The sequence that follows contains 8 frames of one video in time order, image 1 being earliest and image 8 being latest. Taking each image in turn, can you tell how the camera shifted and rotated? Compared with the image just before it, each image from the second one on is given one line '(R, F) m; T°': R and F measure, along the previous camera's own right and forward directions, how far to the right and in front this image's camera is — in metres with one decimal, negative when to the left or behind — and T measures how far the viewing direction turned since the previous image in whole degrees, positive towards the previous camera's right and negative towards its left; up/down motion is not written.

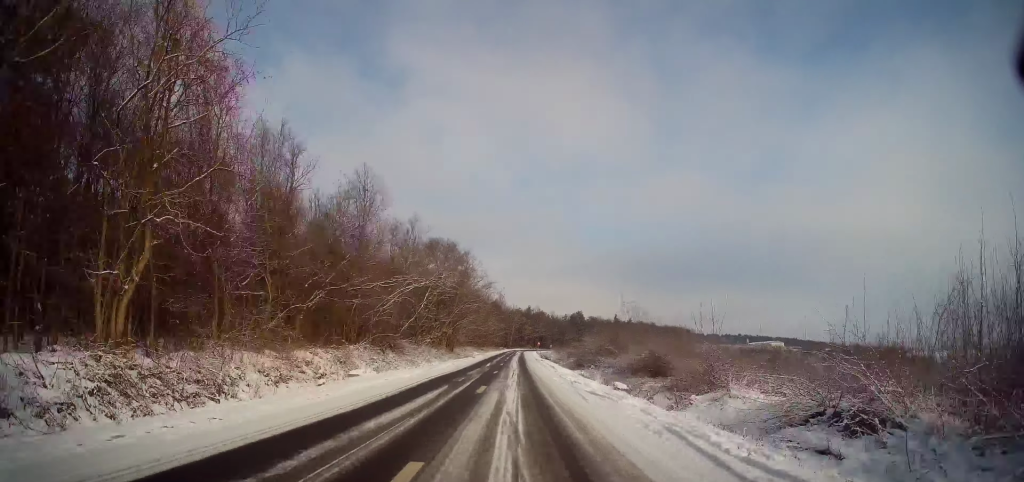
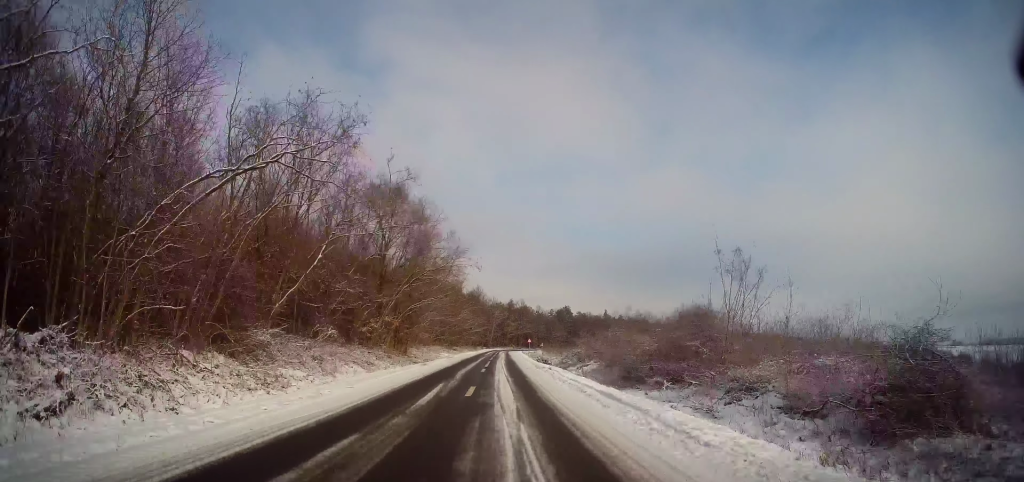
(0.0, +24.9) m; +1°
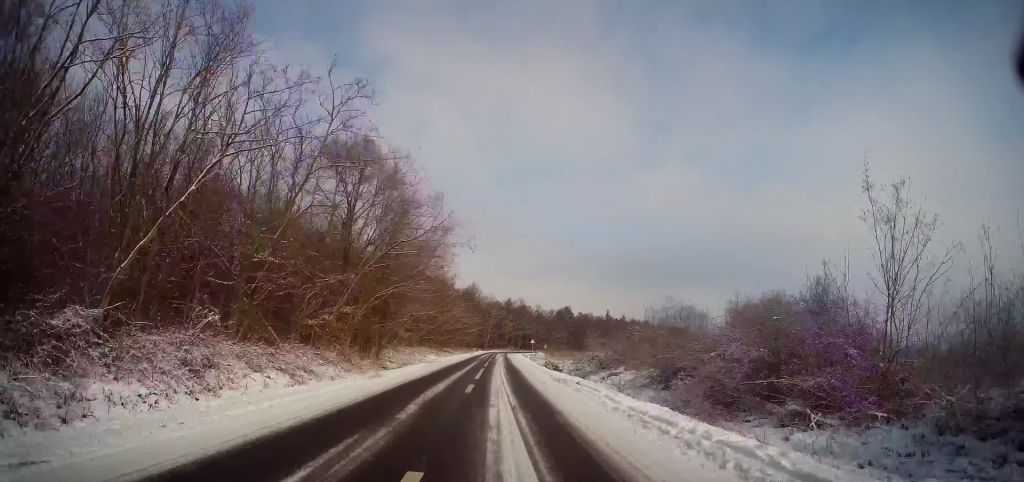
(+0.2, +11.0) m; +1°
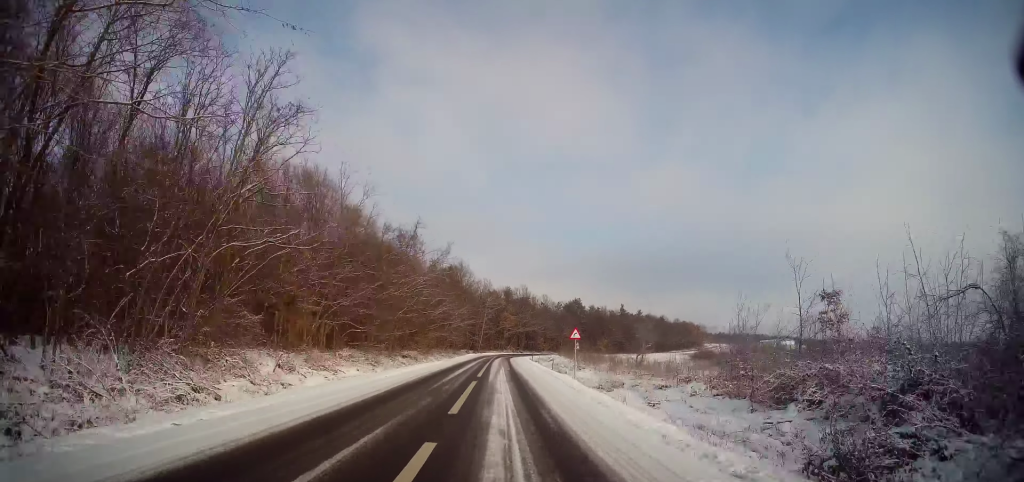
(+0.3, +33.9) m; +1°
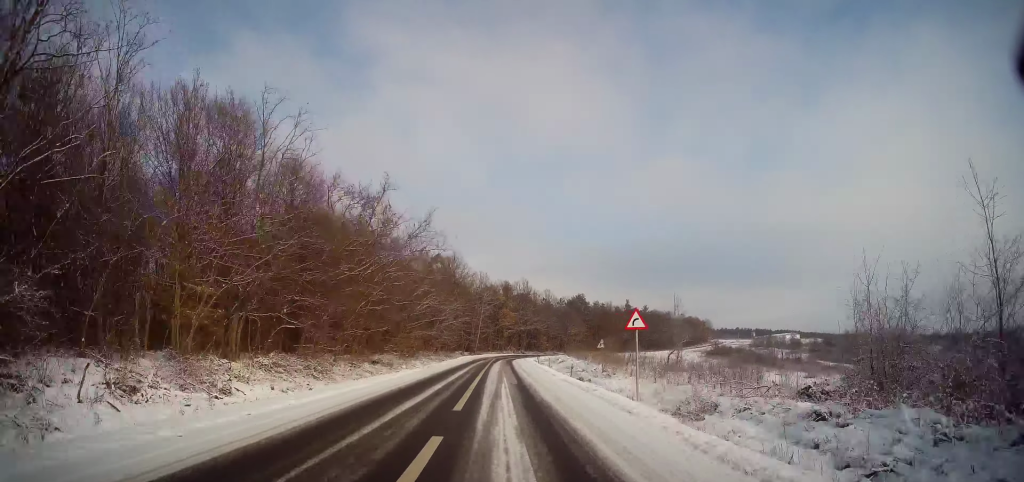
(0.0, +11.3) m; 0°
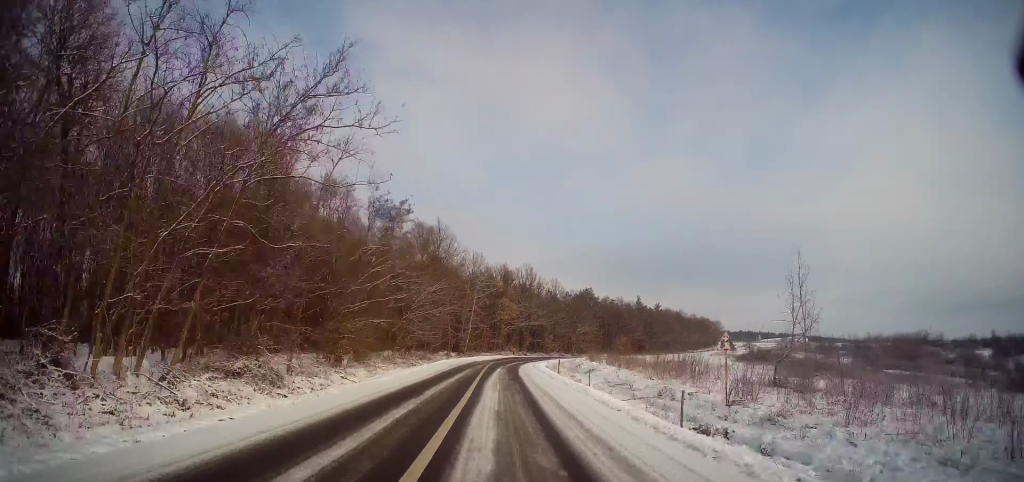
(0.0, +19.8) m; 0°
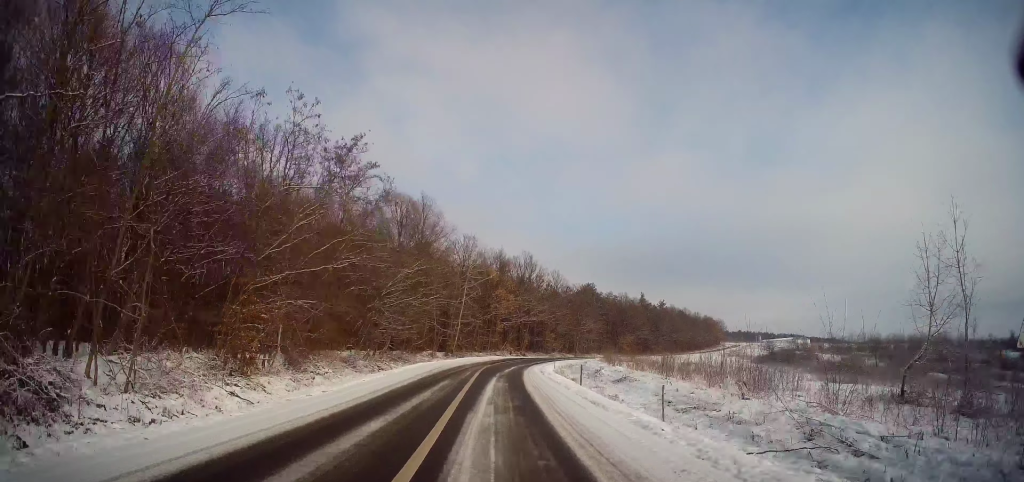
(0.0, +10.9) m; +1°
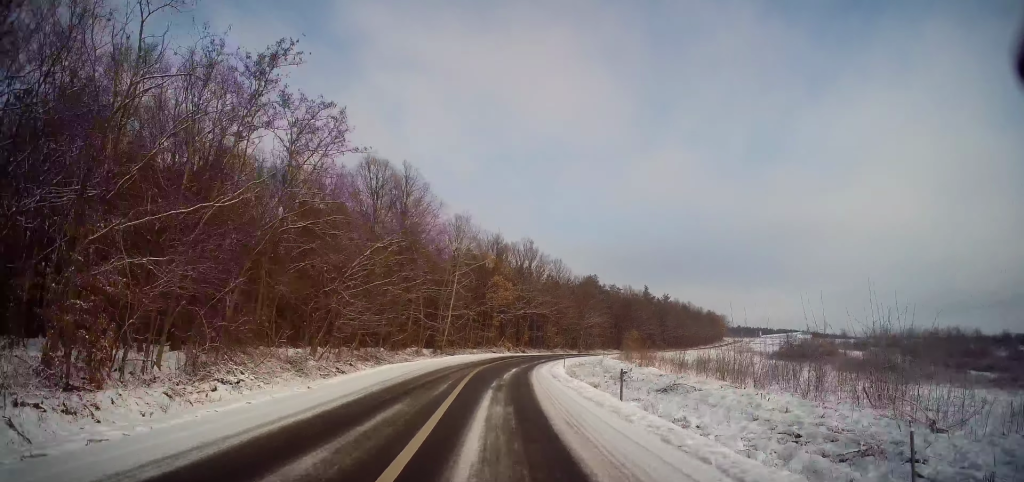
(-0.1, +8.5) m; +1°
